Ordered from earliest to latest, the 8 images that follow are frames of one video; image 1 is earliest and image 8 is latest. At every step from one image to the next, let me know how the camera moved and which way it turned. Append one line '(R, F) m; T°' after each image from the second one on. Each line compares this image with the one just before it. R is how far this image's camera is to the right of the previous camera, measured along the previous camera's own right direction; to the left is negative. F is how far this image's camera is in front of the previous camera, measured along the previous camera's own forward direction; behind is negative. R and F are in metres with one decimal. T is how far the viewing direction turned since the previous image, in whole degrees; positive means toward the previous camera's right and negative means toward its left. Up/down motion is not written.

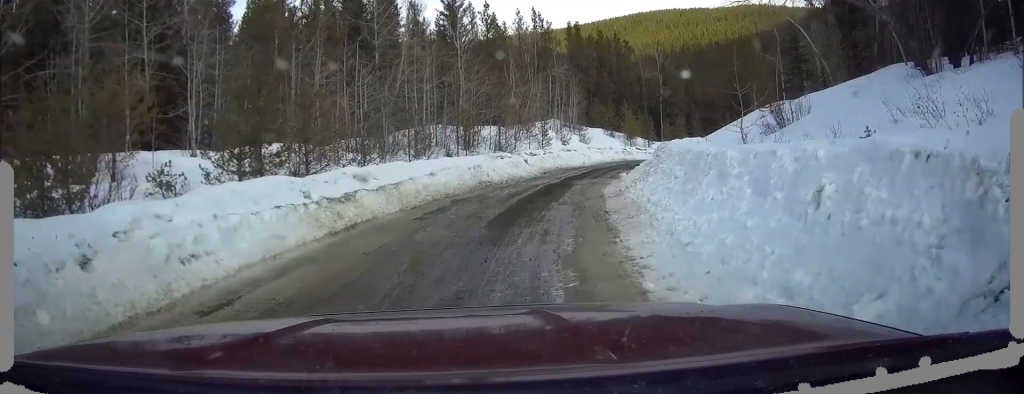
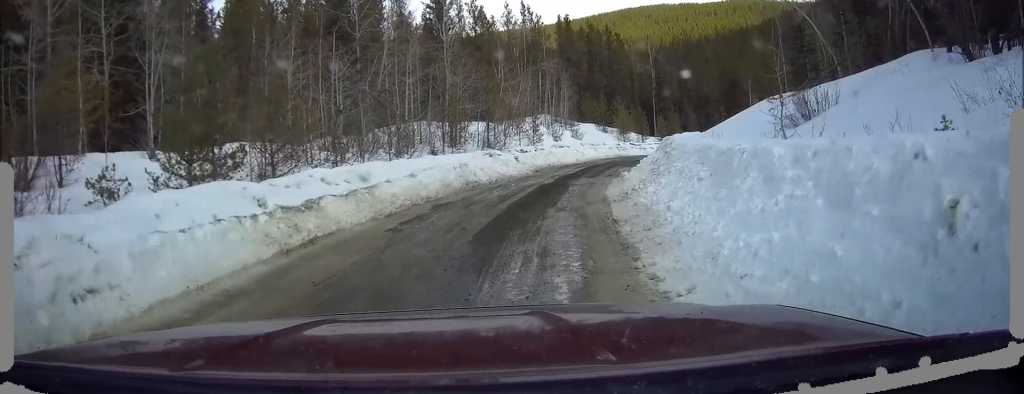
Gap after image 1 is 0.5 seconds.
(0.0, +2.3) m; +1°
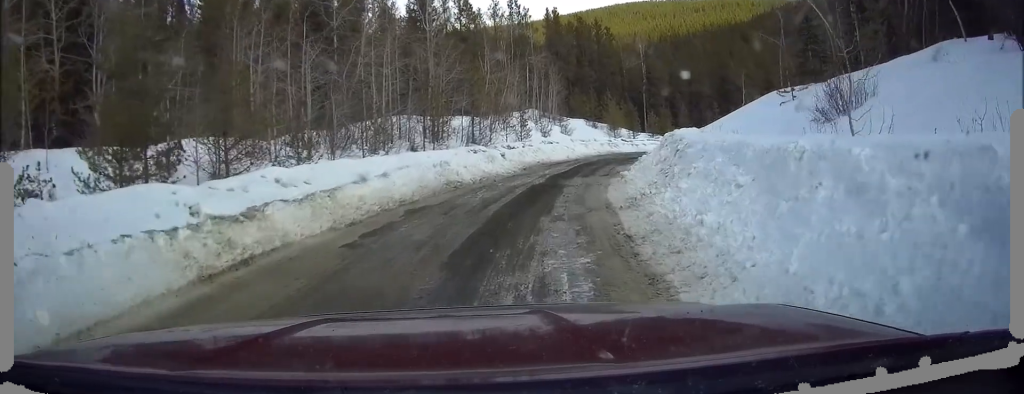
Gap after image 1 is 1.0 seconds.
(-0.1, +2.5) m; +3°
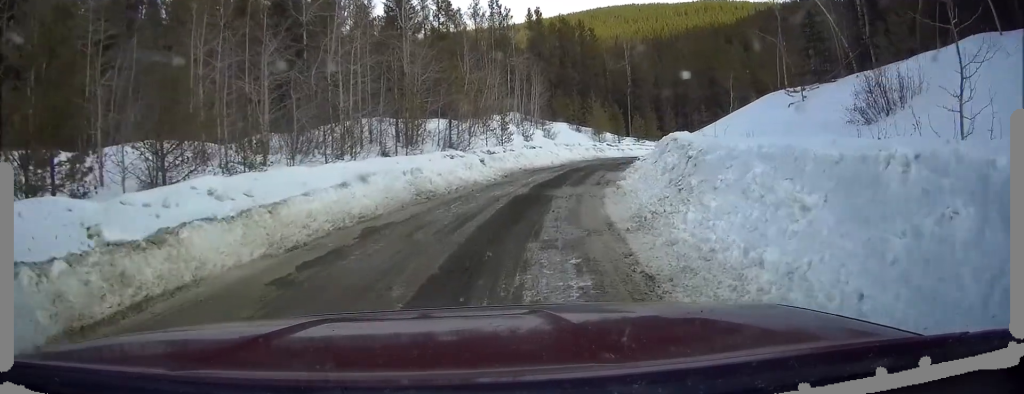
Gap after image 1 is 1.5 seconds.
(0.0, +2.5) m; +2°
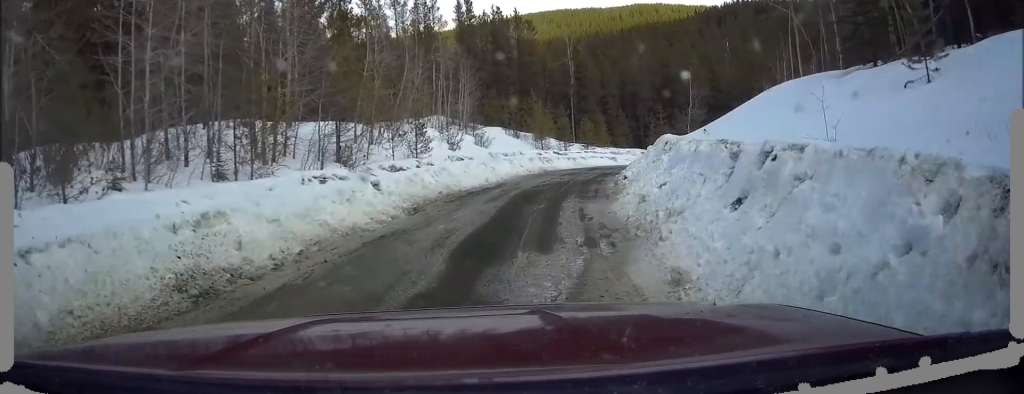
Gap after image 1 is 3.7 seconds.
(+0.8, +10.6) m; +7°
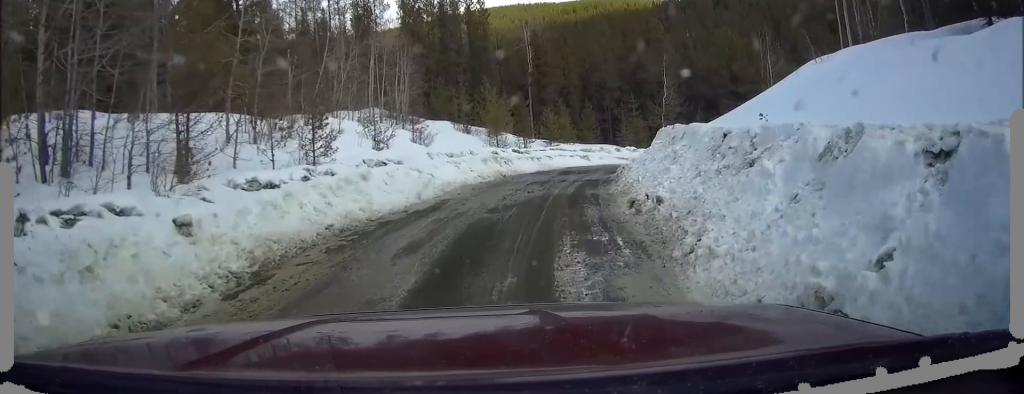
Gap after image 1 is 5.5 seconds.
(+0.5, +8.4) m; +8°
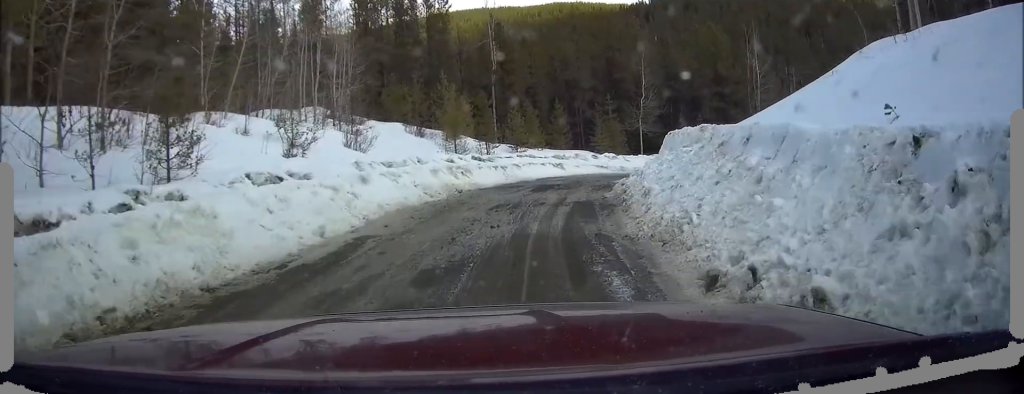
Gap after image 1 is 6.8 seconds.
(+0.3, +5.6) m; +3°
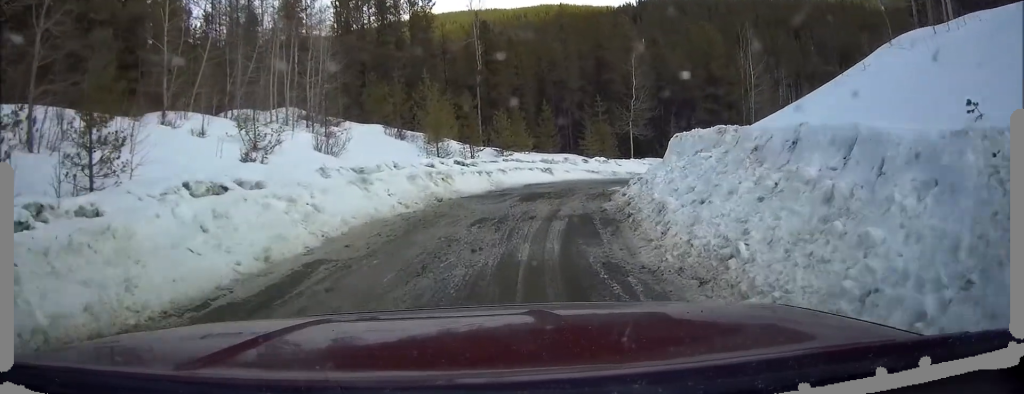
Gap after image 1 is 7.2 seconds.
(0.0, +1.9) m; 0°
